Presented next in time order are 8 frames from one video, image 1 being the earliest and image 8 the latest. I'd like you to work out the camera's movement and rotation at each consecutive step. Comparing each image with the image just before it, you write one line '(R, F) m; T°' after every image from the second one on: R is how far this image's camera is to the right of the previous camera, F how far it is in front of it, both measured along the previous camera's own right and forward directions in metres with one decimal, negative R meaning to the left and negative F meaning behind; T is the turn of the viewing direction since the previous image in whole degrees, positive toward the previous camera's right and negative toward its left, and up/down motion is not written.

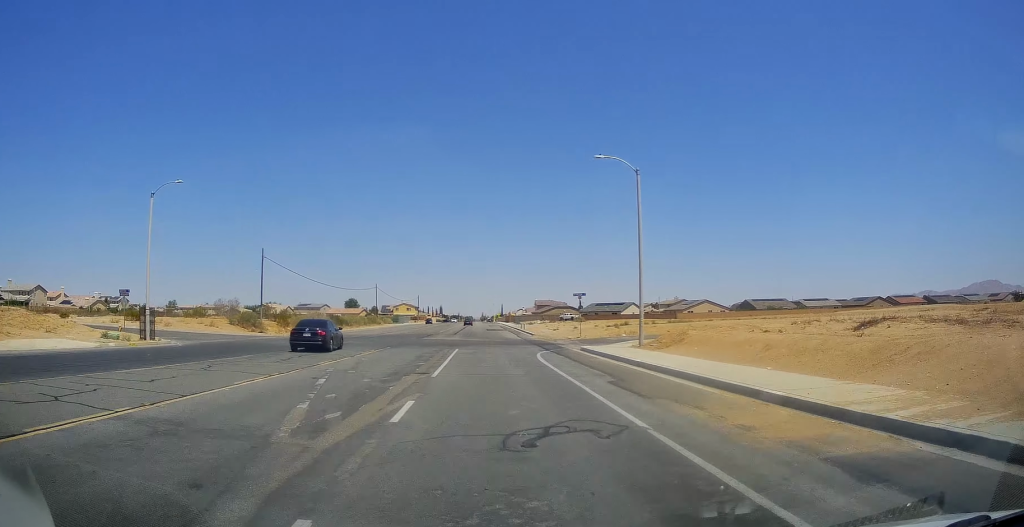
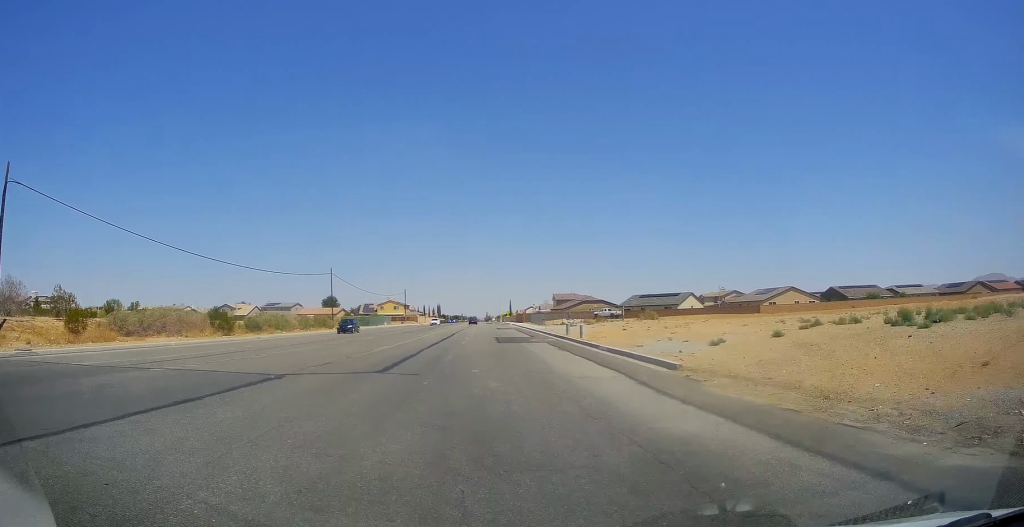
(0.0, +48.7) m; 0°
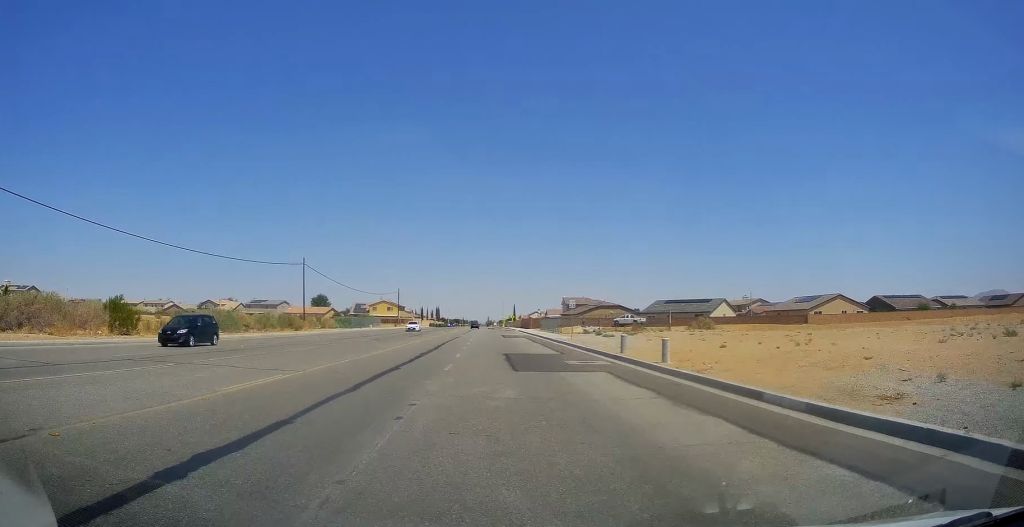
(0.0, +18.7) m; 0°
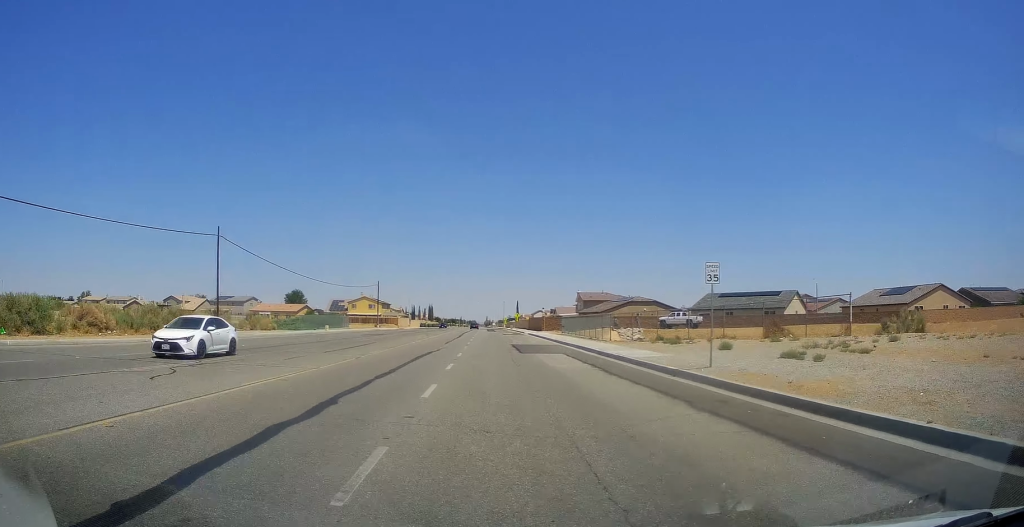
(0.0, +28.1) m; 0°
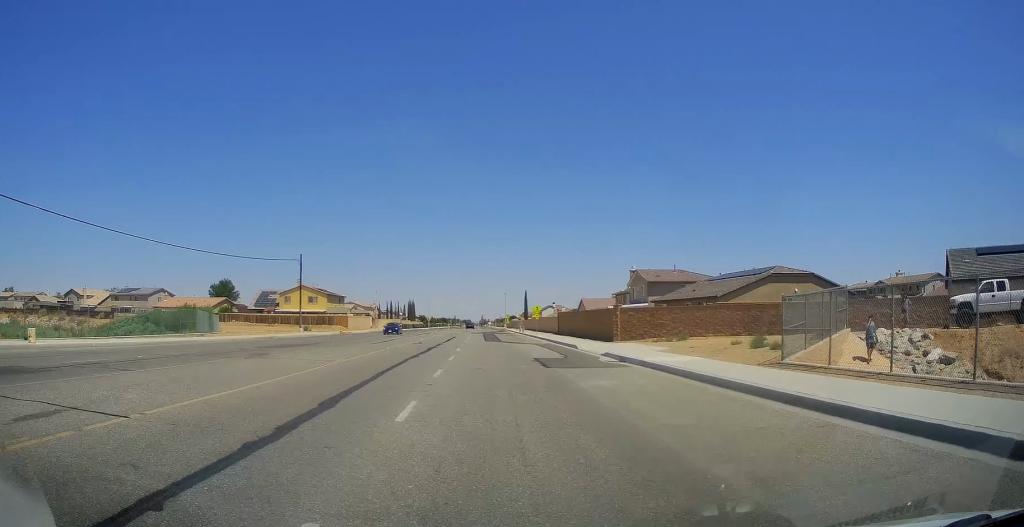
(0.0, +53.2) m; 0°
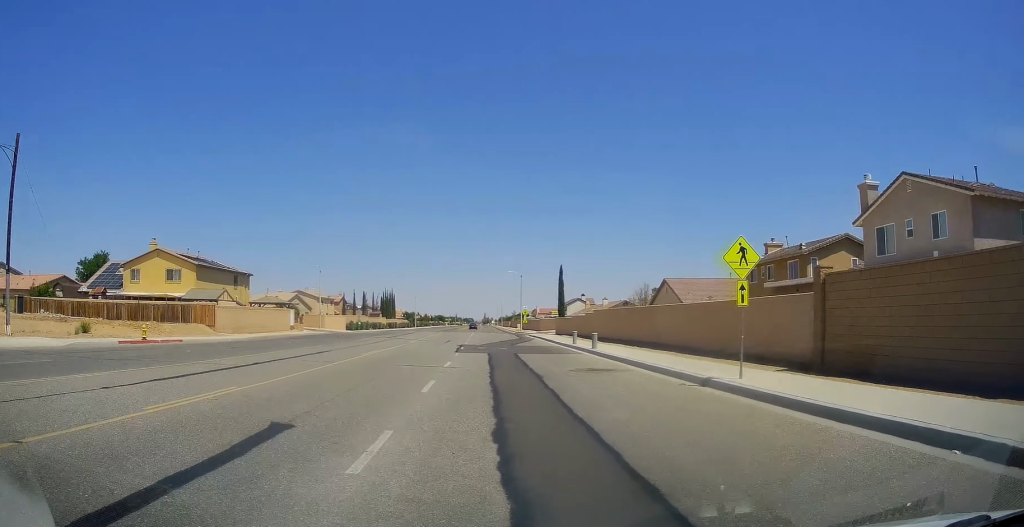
(0.0, +54.2) m; 0°
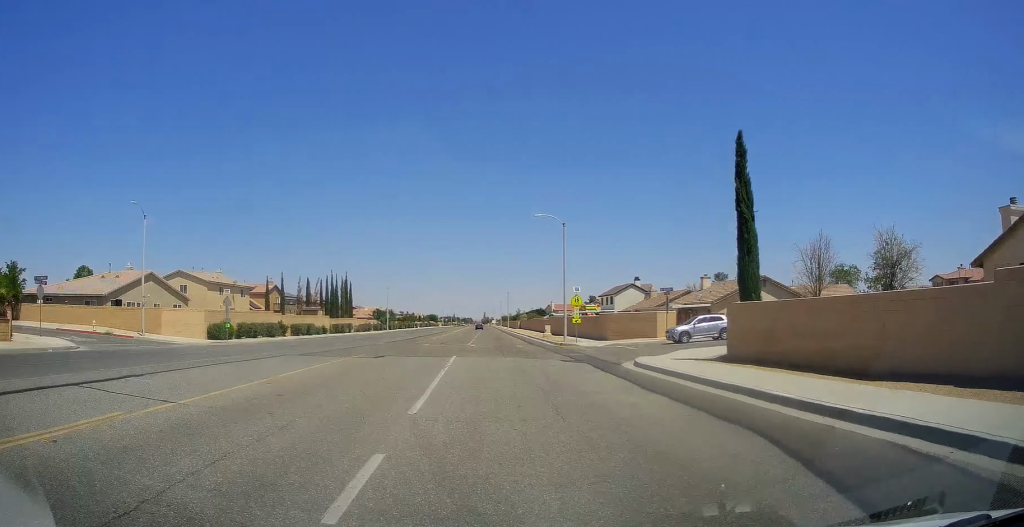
(0.0, +52.1) m; +1°
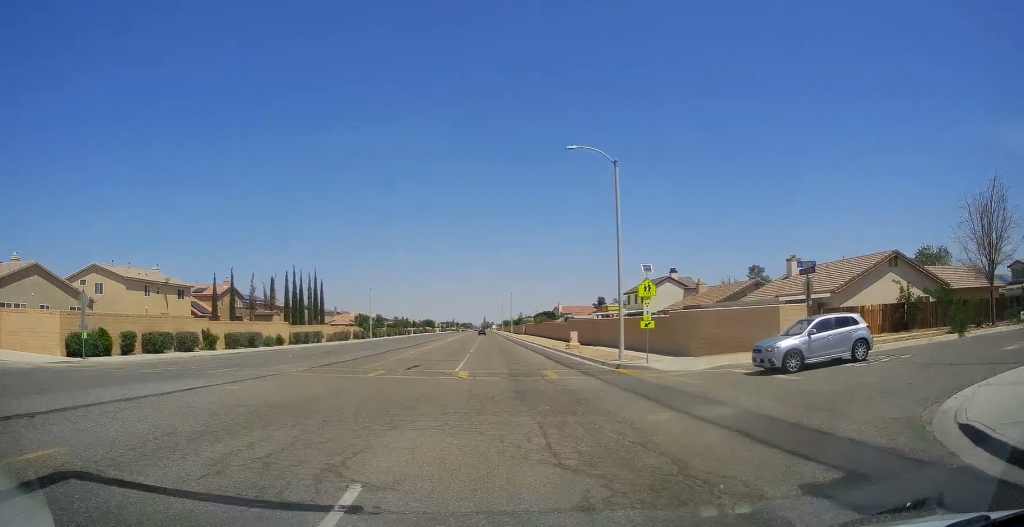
(+0.4, +20.0) m; 0°
